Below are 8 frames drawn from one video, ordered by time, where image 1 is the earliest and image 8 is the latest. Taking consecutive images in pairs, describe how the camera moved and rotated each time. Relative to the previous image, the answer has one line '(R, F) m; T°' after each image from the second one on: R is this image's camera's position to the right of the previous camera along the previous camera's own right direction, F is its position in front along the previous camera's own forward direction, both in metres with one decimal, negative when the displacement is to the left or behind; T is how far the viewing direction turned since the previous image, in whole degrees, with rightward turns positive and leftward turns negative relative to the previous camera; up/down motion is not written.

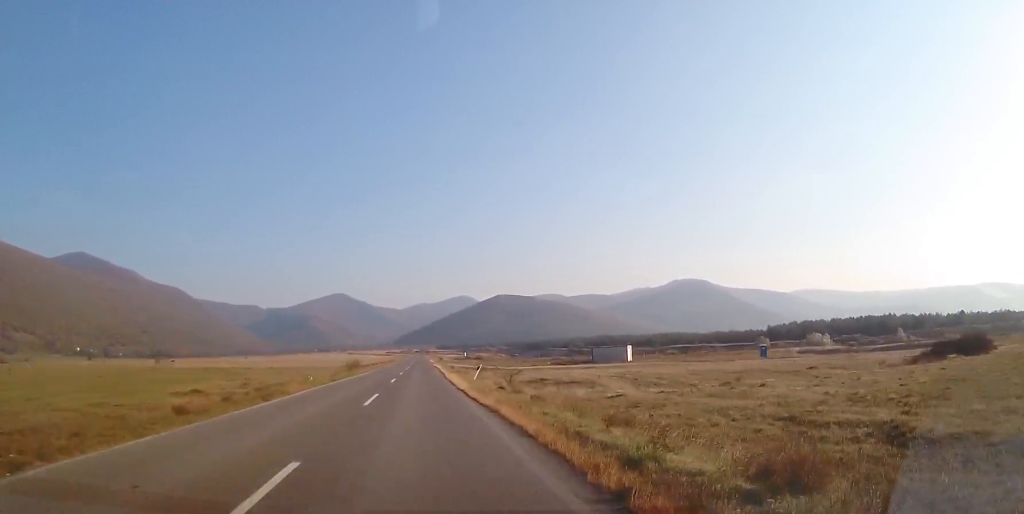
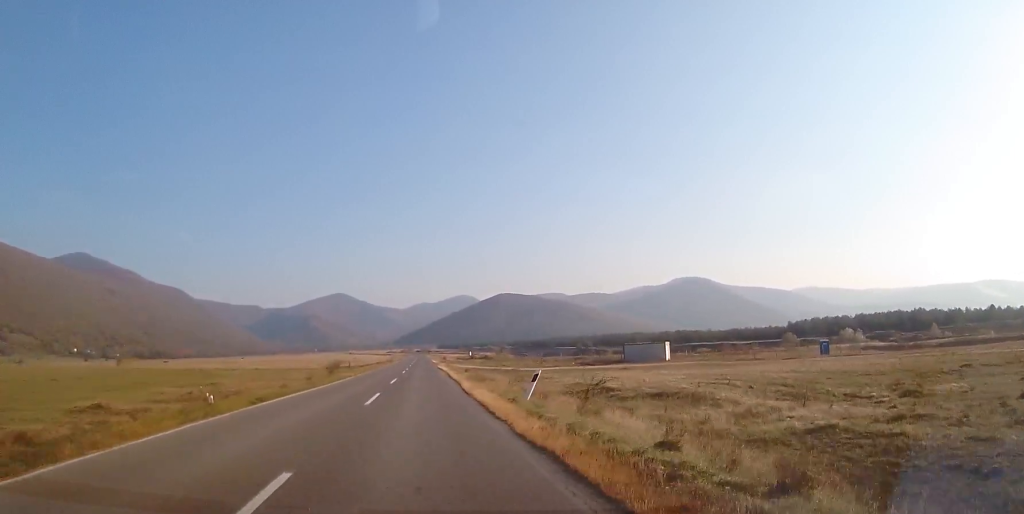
(+0.1, +15.3) m; 0°
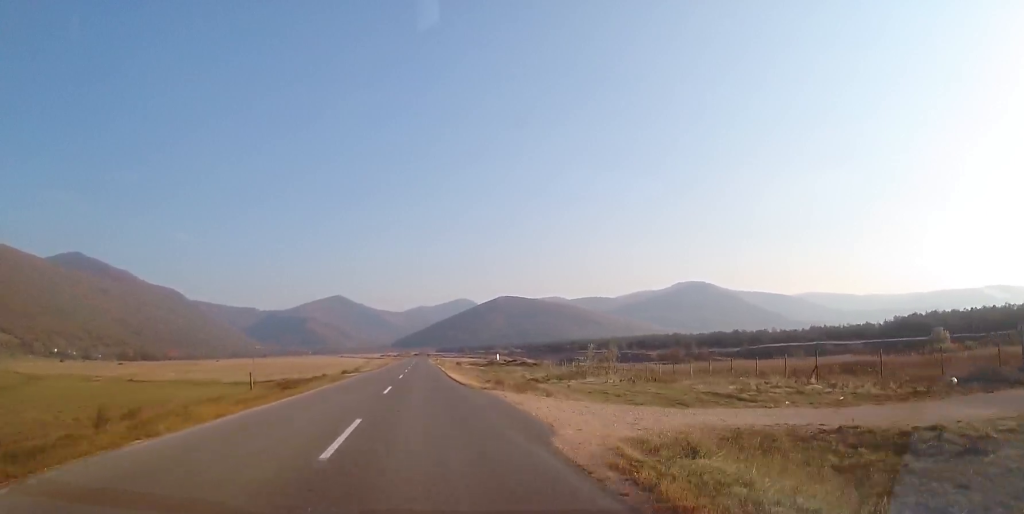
(-0.4, +64.2) m; 0°
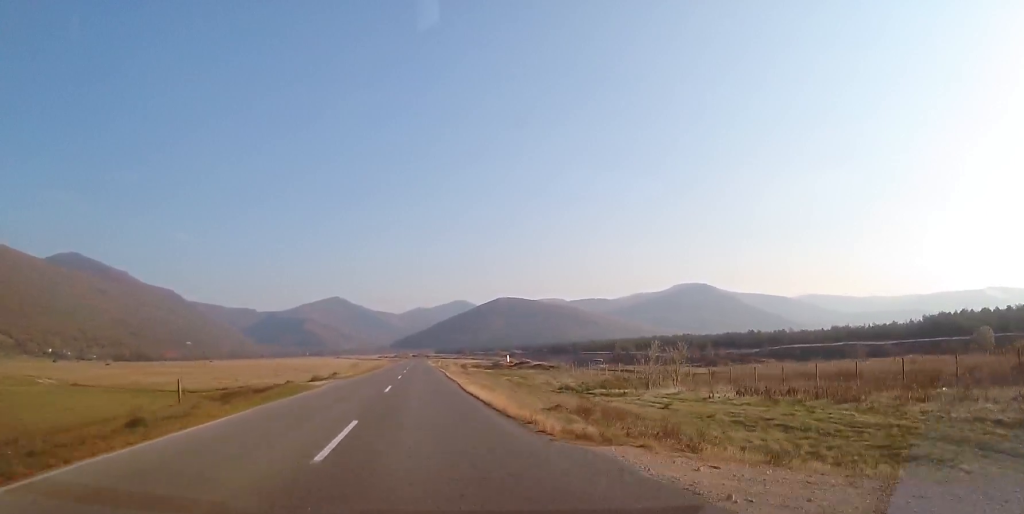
(0.0, +14.4) m; +1°
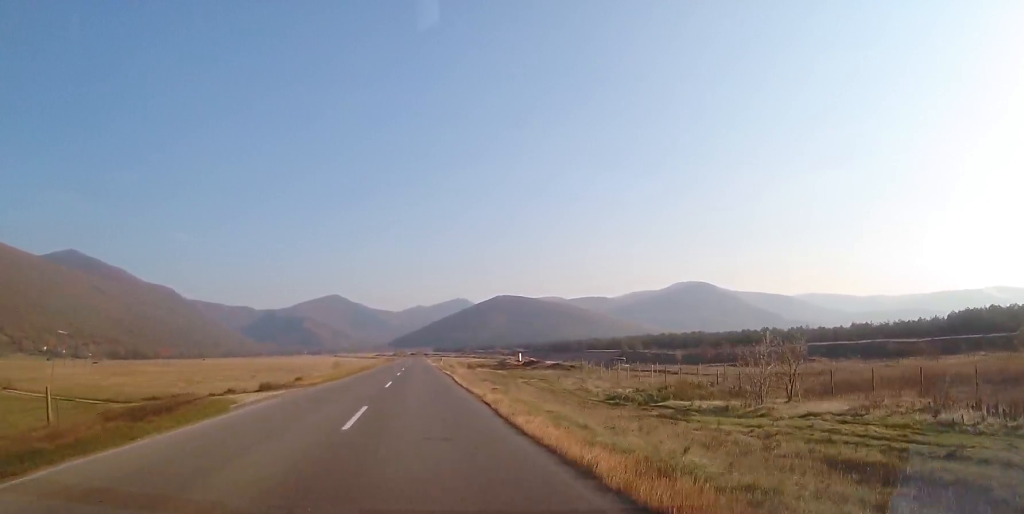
(+0.1, +12.8) m; 0°
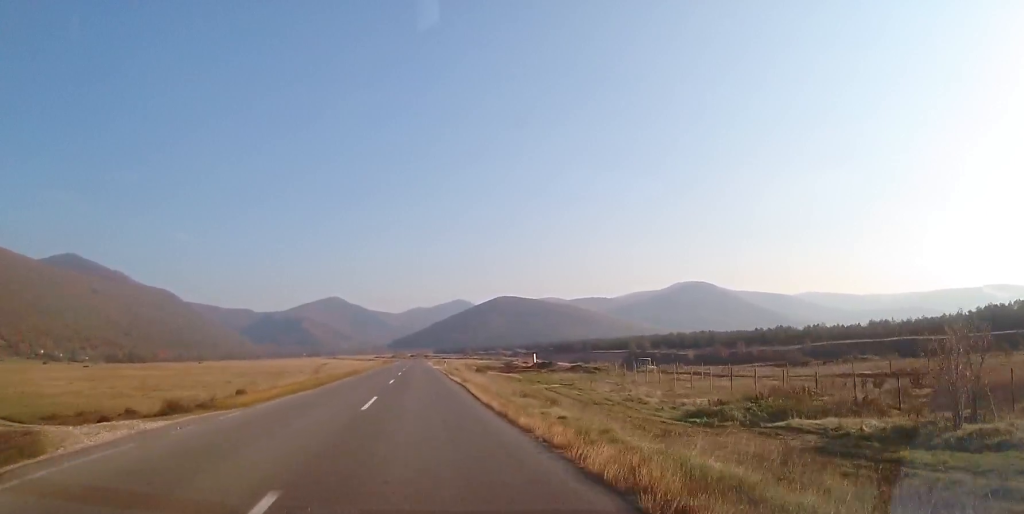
(+0.2, +10.4) m; 0°
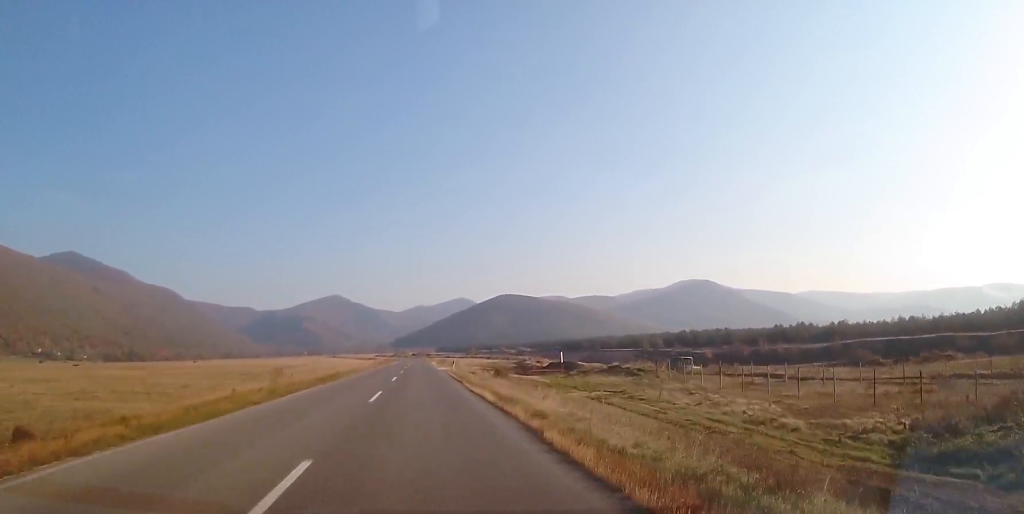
(-0.1, +12.9) m; 0°
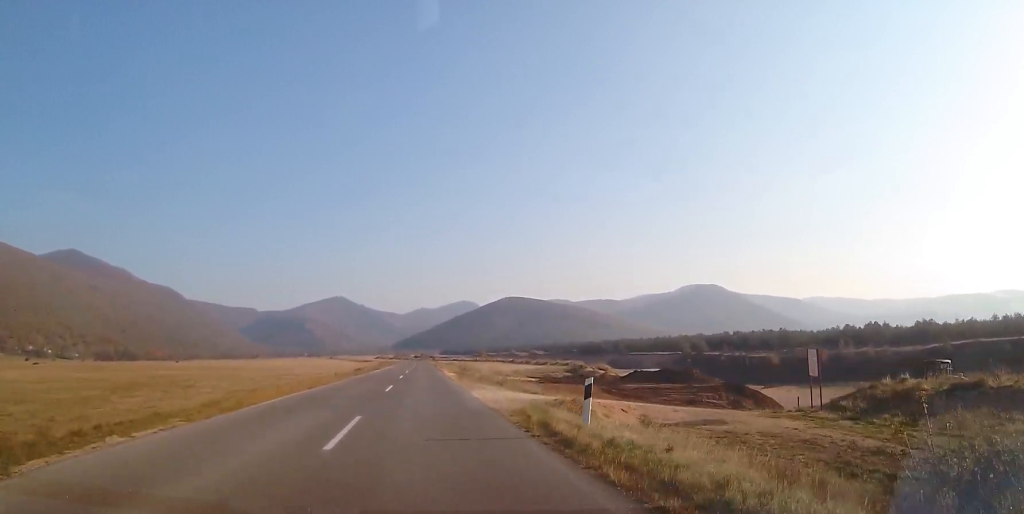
(-0.5, +39.1) m; 0°
